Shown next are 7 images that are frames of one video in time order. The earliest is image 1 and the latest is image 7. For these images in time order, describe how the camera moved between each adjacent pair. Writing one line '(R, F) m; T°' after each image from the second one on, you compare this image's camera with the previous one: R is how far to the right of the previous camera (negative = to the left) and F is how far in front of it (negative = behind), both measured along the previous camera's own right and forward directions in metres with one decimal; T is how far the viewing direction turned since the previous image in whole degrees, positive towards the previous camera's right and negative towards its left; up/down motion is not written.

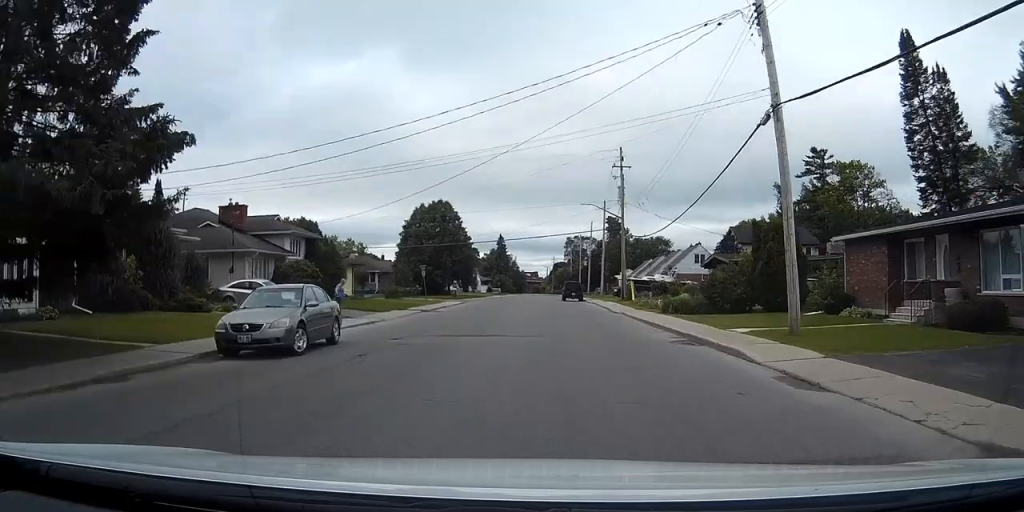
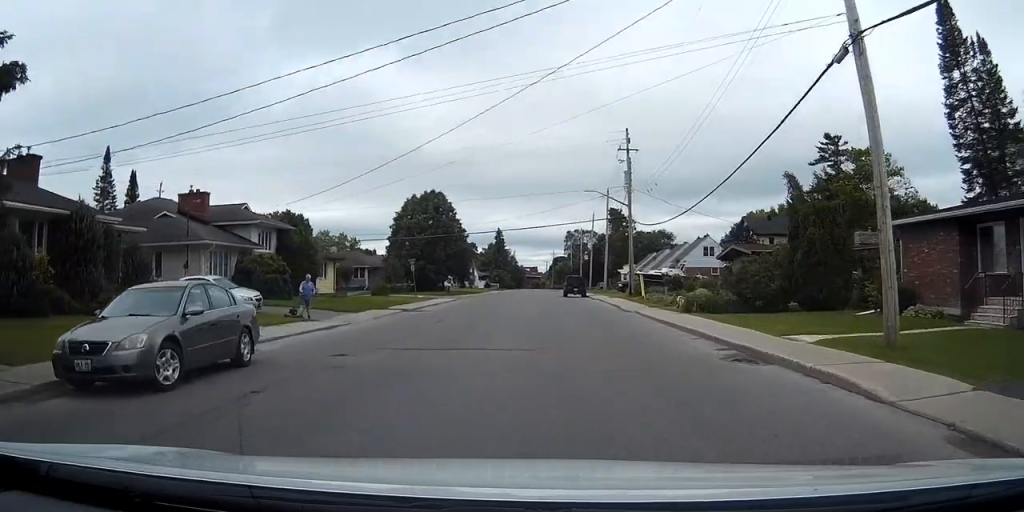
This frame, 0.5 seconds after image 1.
(0.0, +5.6) m; 0°
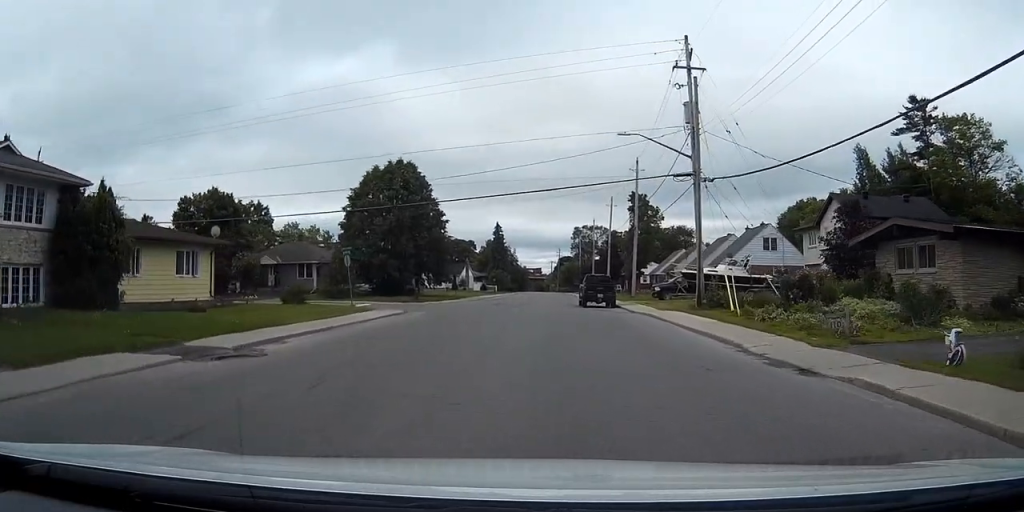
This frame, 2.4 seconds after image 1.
(-0.2, +23.4) m; -1°
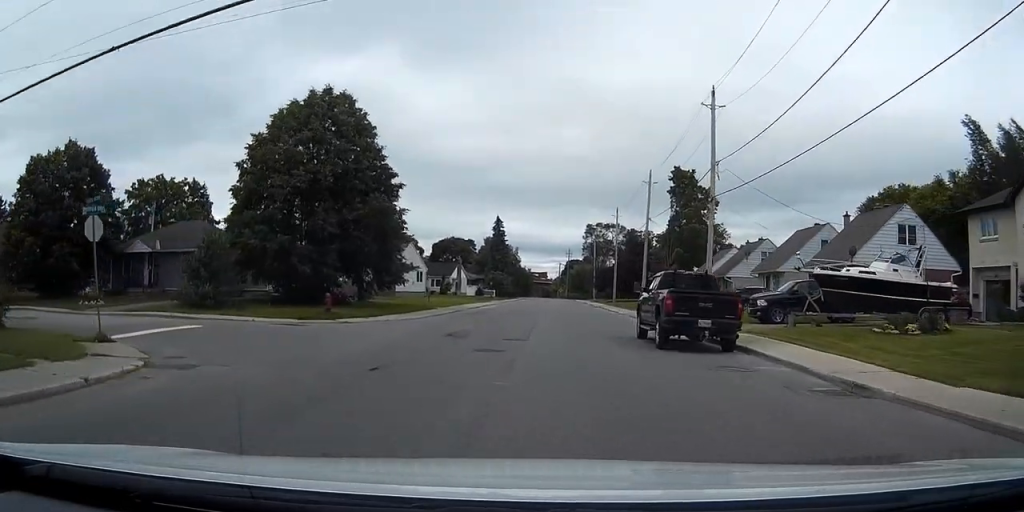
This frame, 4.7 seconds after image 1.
(+0.1, +26.4) m; 0°
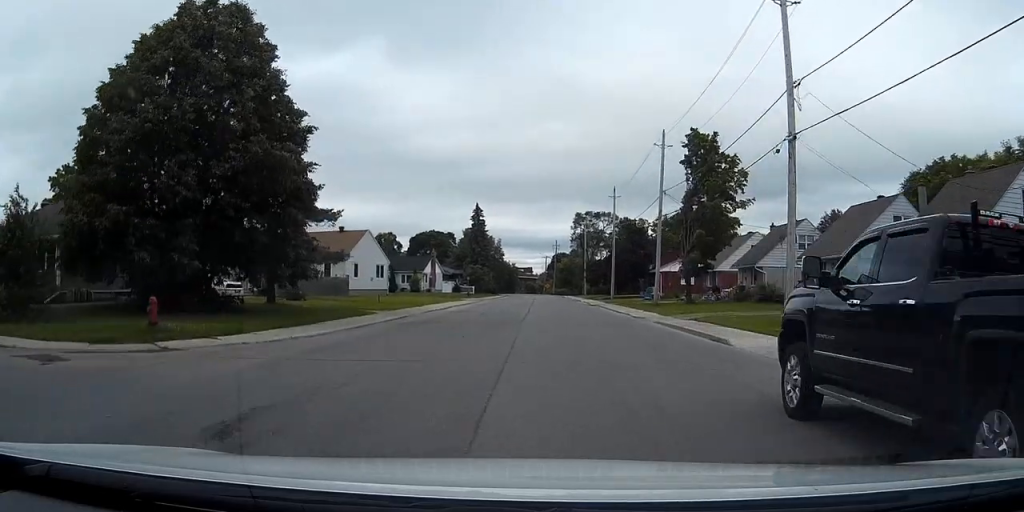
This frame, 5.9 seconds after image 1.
(+0.1, +14.9) m; +1°
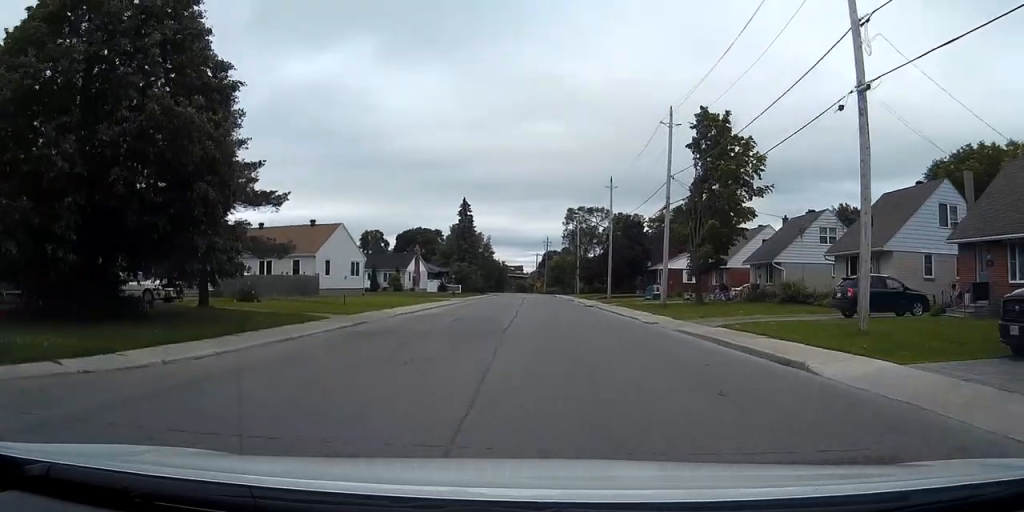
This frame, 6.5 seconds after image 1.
(+0.1, +6.7) m; +1°
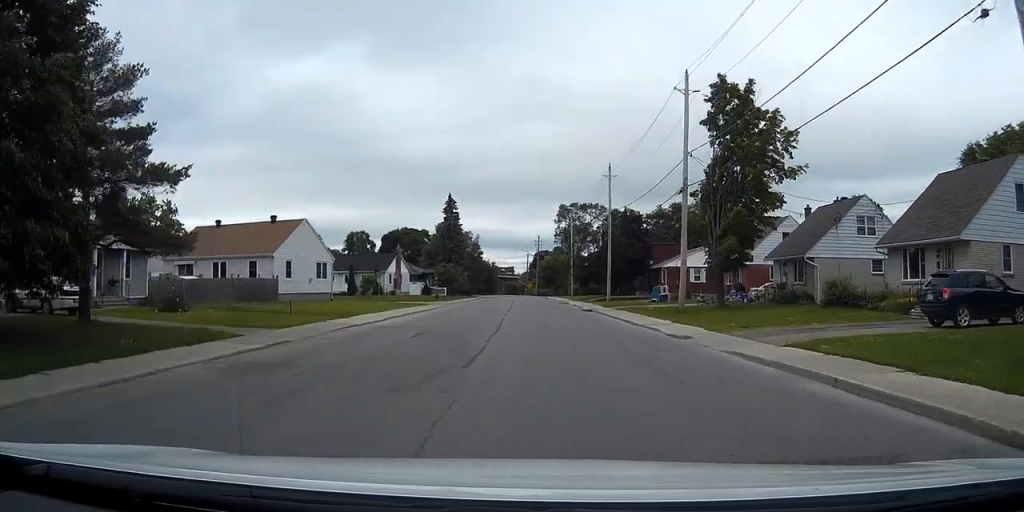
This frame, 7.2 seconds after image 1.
(0.0, +8.2) m; 0°
